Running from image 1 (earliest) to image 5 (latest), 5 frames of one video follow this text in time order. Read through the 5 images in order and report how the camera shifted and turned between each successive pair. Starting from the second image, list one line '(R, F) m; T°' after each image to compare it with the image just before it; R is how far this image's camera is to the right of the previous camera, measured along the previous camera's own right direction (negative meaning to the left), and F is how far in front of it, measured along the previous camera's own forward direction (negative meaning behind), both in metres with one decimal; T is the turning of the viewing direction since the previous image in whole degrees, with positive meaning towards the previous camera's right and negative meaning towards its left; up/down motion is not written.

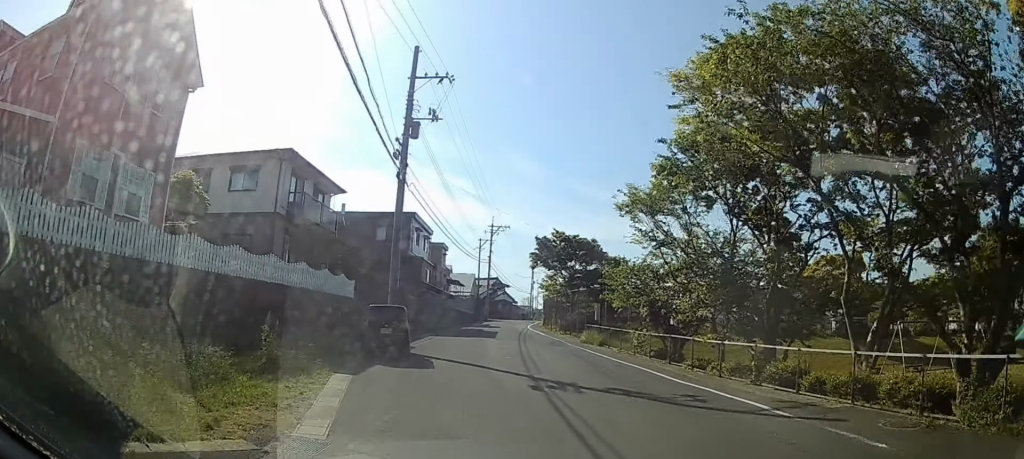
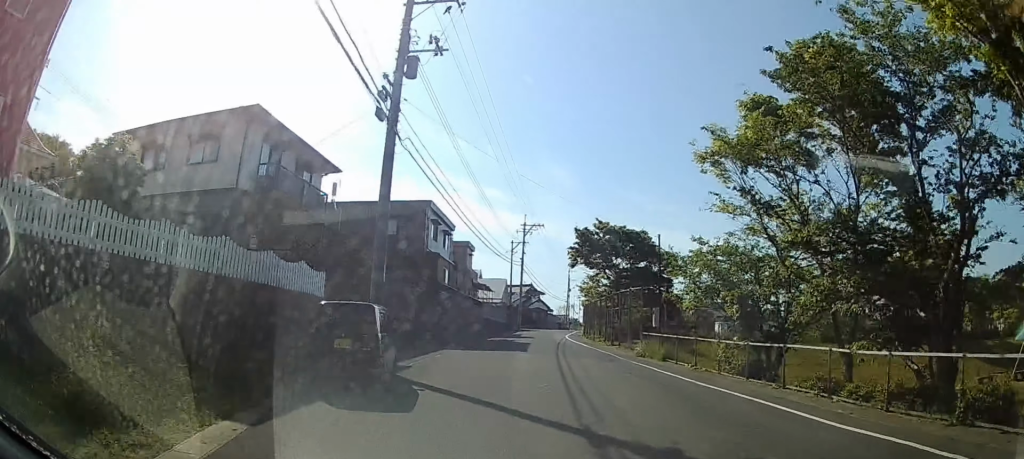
(-0.3, +7.5) m; -6°
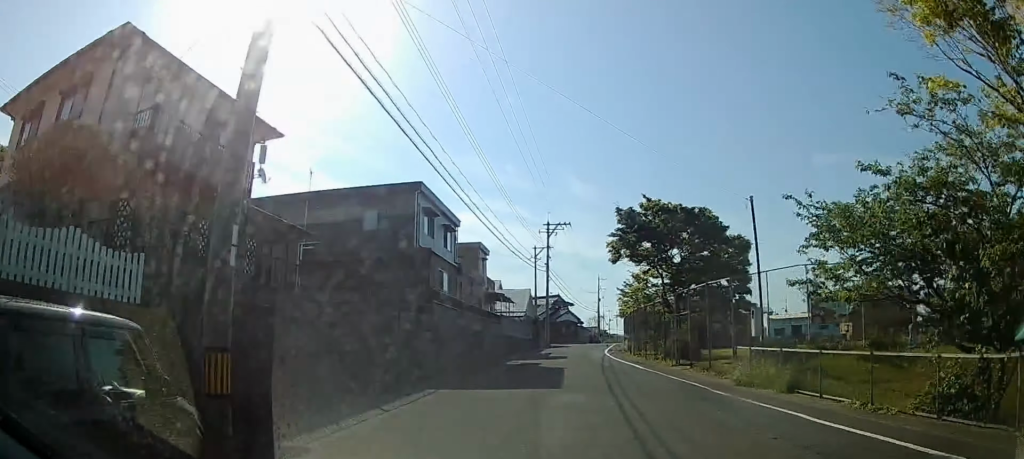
(-0.7, +9.4) m; -6°
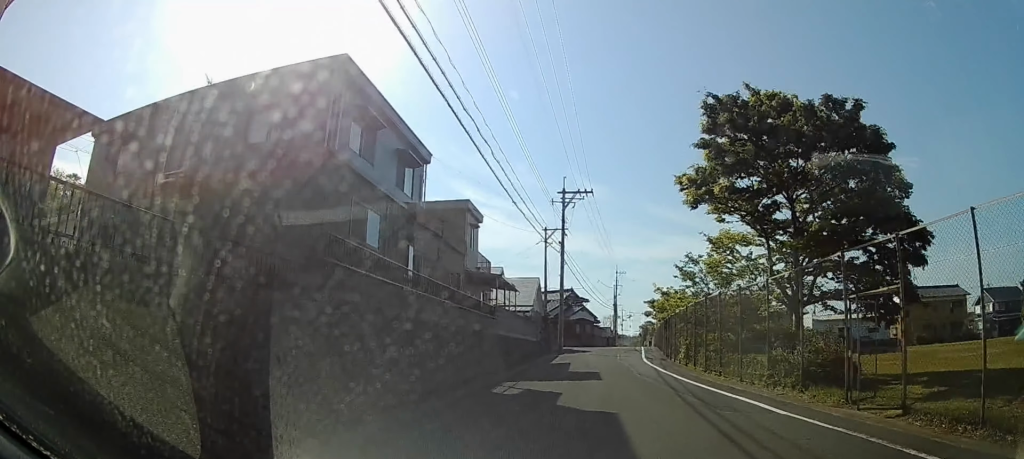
(-0.4, +12.8) m; 0°
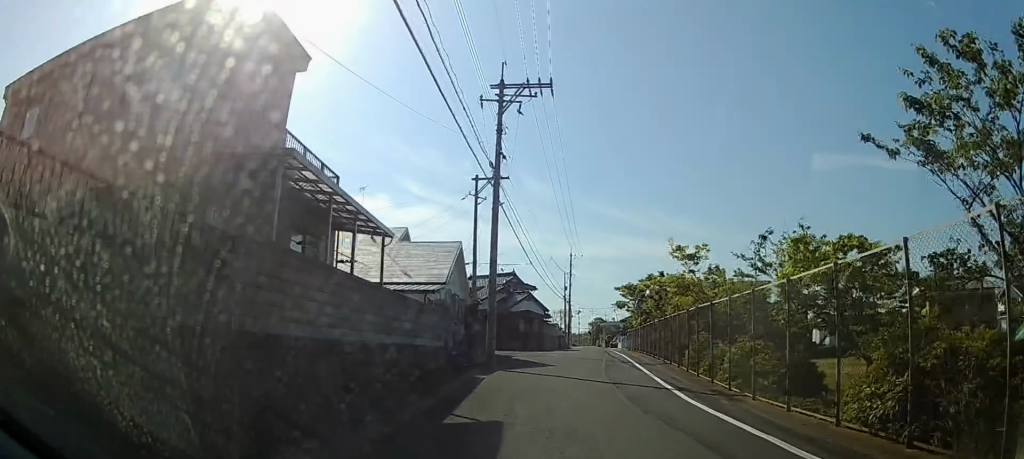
(-0.1, +18.0) m; -2°
